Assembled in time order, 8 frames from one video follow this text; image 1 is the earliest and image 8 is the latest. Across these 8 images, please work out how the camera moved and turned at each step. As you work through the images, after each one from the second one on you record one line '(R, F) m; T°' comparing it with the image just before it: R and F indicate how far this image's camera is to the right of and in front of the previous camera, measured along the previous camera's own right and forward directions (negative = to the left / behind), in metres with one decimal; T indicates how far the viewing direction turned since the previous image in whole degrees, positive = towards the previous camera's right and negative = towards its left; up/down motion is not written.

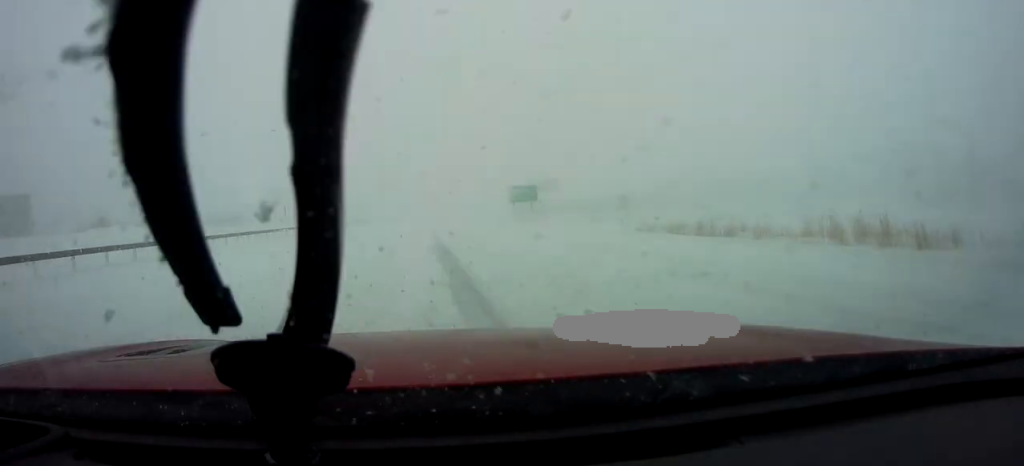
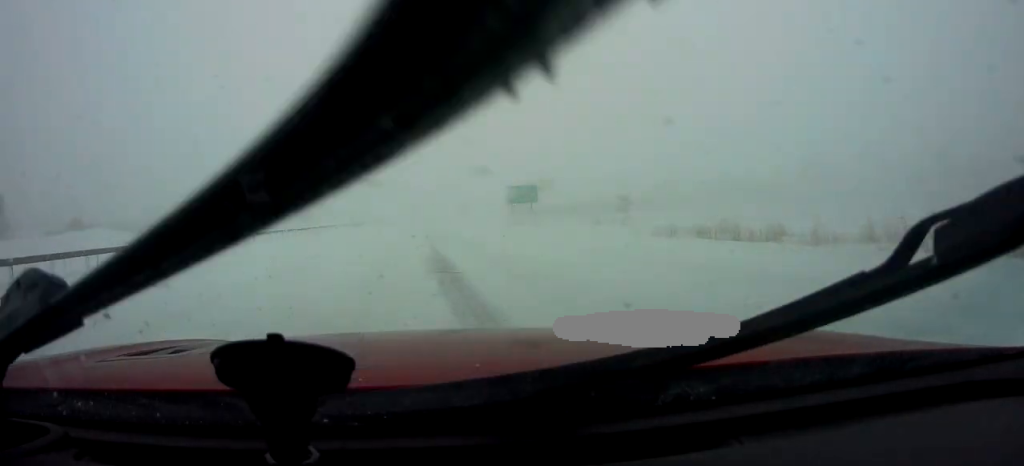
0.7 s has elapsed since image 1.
(0.0, +6.1) m; -1°
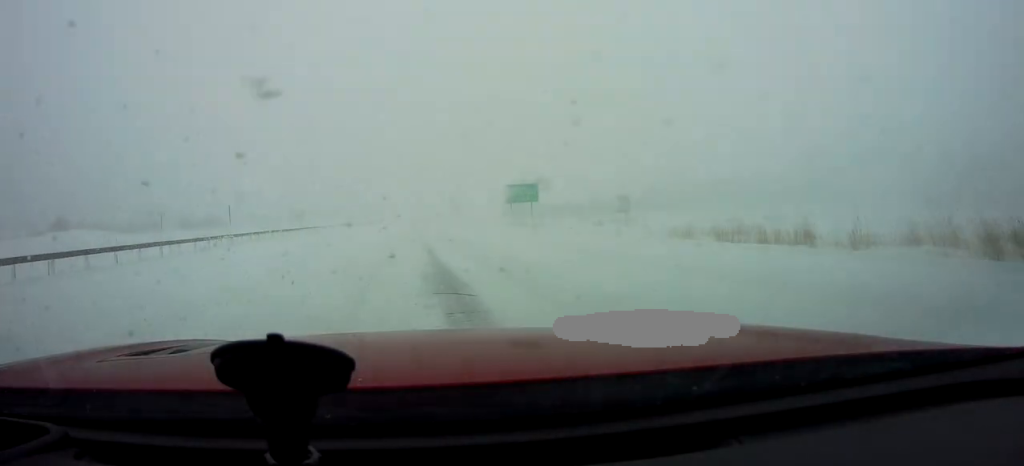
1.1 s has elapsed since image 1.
(-0.1, +3.4) m; 0°
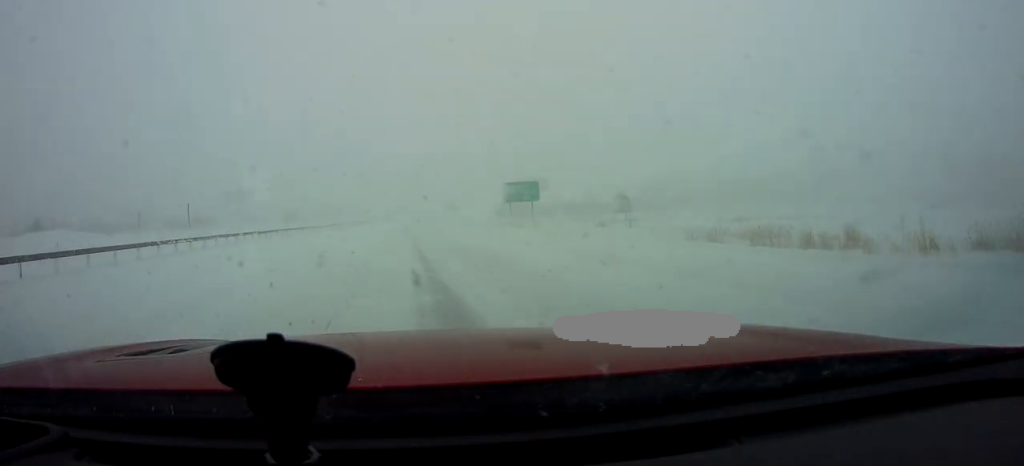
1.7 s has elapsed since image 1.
(-0.1, +4.7) m; 0°
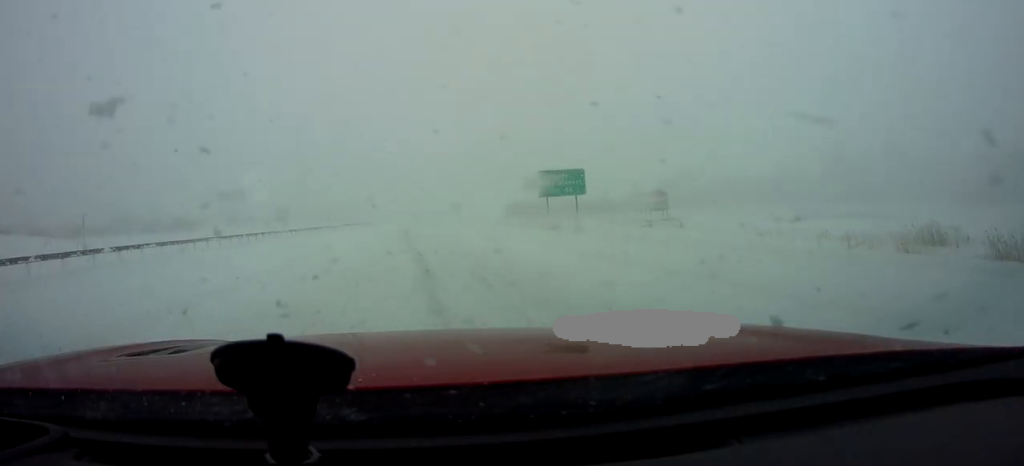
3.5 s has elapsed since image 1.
(+0.9, +15.1) m; +4°
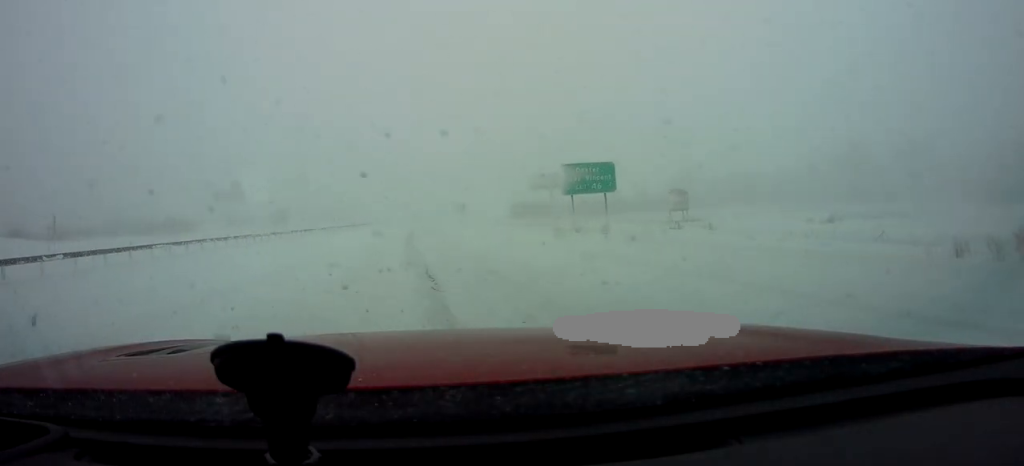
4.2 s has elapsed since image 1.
(-0.2, +6.4) m; -2°
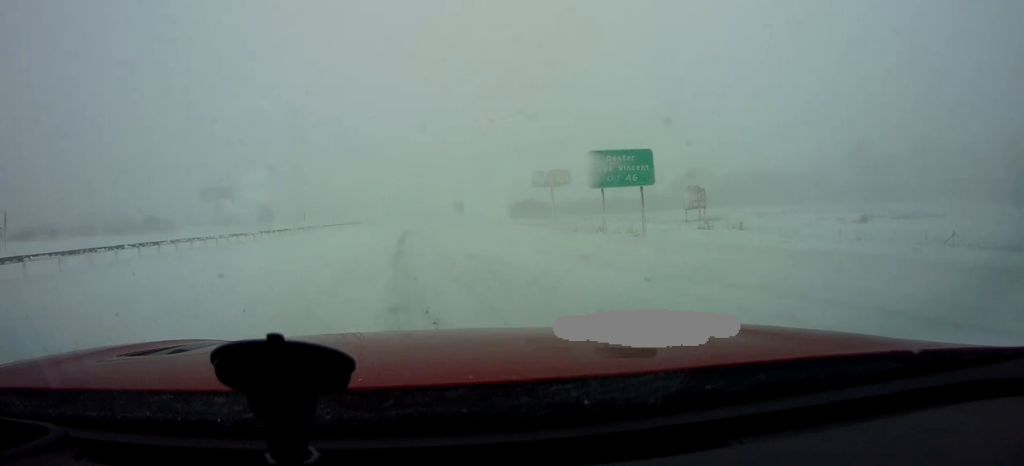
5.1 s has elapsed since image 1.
(-0.2, +7.5) m; 0°
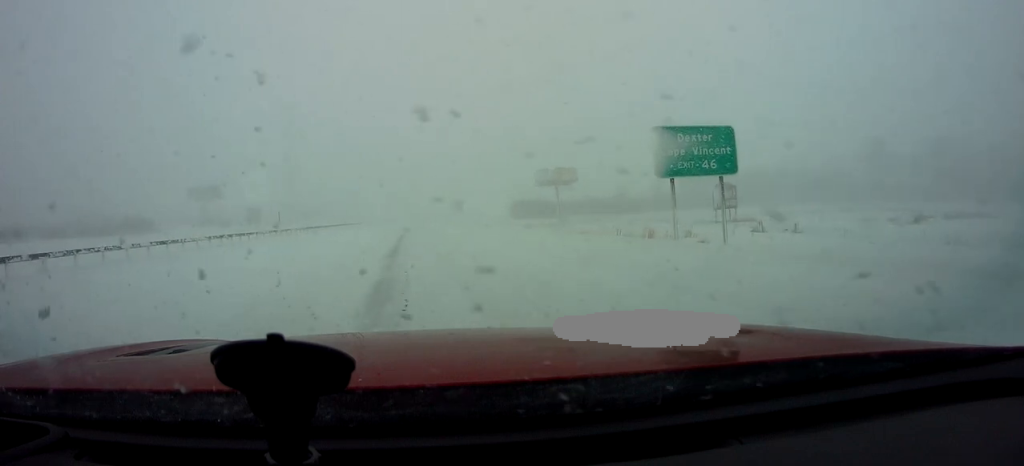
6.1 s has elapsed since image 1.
(+0.2, +9.3) m; +1°
